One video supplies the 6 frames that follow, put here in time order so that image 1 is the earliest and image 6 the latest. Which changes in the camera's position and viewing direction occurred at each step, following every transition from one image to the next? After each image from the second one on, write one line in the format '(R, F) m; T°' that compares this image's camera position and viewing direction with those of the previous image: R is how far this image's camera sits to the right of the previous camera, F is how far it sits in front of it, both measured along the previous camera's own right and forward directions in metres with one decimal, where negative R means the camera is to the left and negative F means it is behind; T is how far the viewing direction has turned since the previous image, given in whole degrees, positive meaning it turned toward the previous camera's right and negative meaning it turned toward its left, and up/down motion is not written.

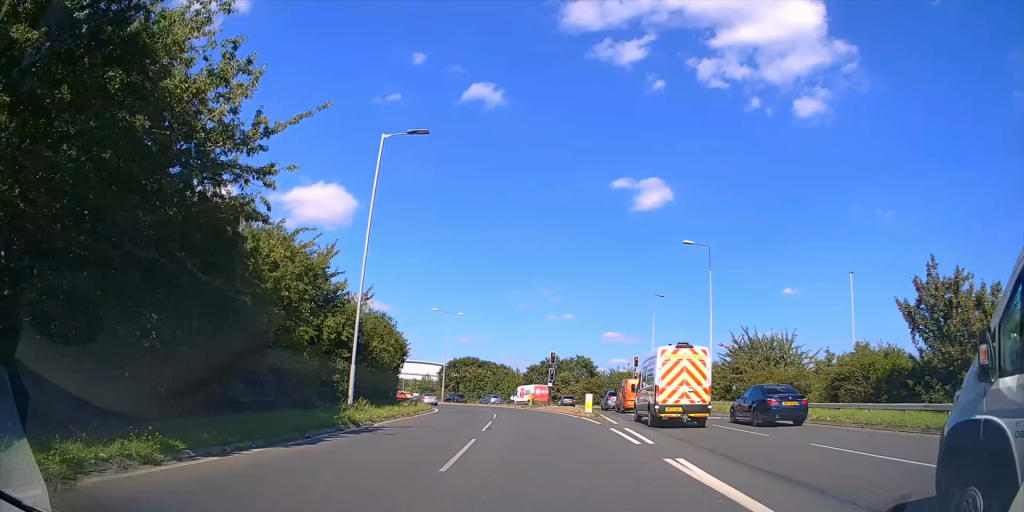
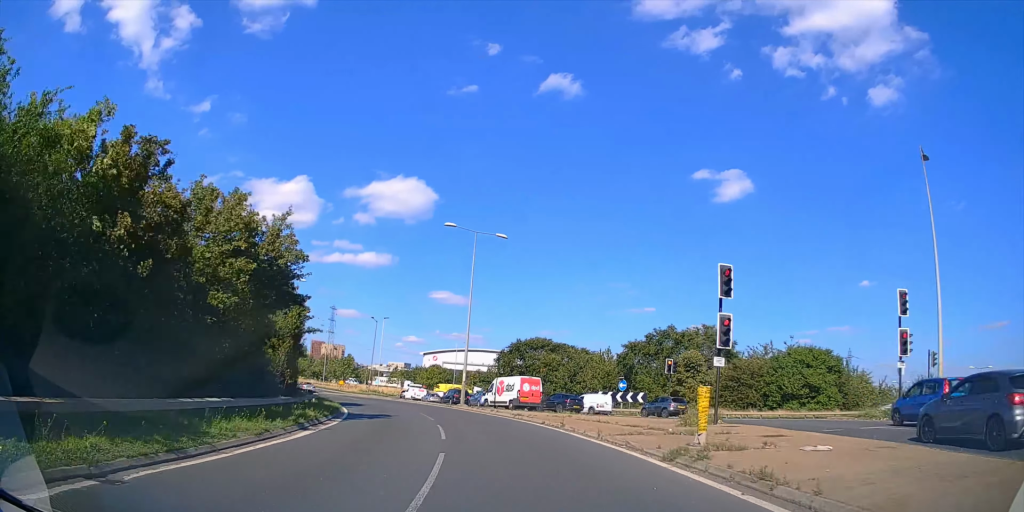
(-1.0, +39.3) m; -7°
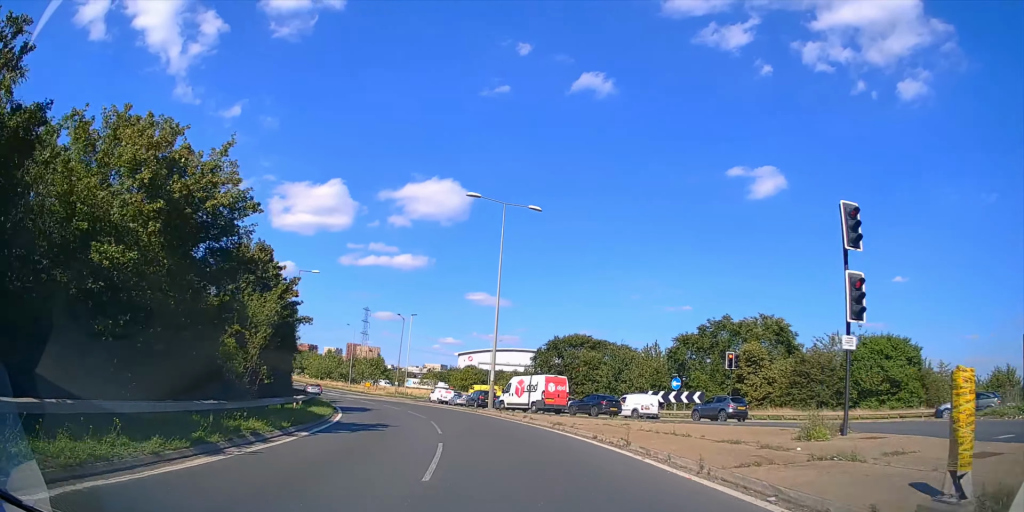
(-0.3, +6.8) m; -3°
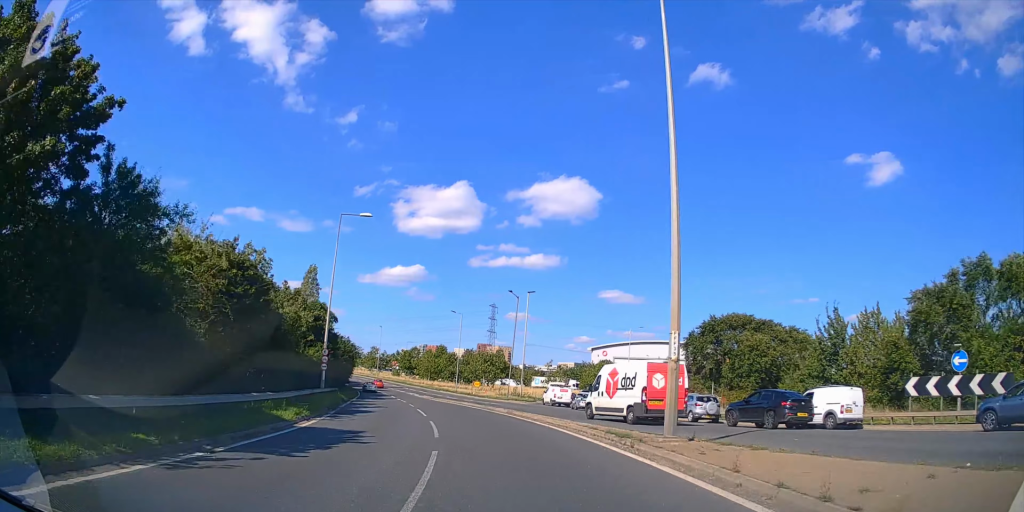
(-2.0, +21.8) m; -11°
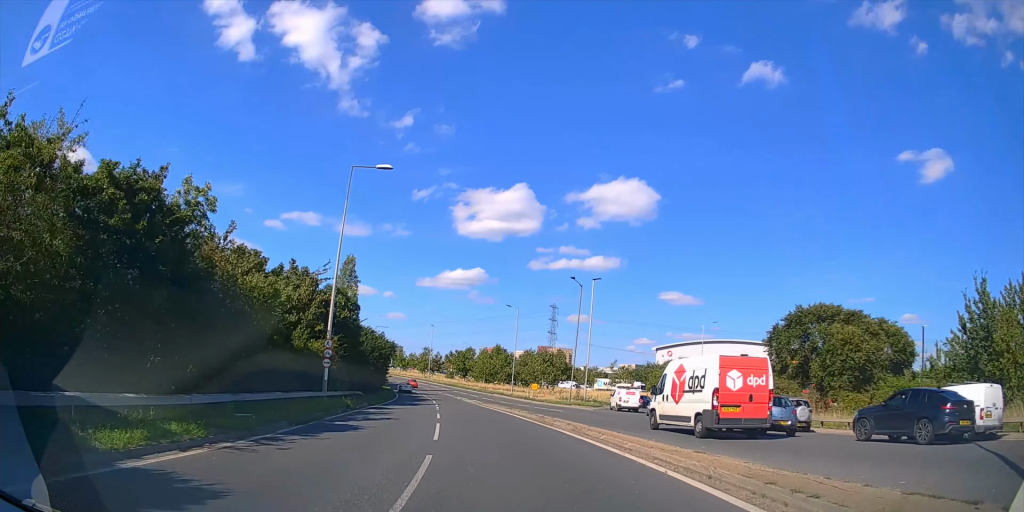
(-0.3, +9.5) m; -6°
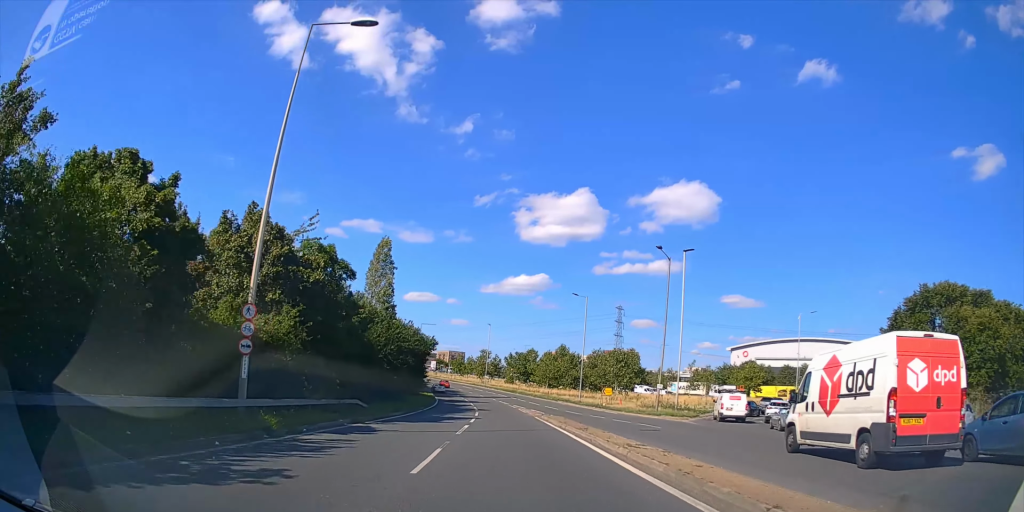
(-1.1, +14.7) m; -7°
